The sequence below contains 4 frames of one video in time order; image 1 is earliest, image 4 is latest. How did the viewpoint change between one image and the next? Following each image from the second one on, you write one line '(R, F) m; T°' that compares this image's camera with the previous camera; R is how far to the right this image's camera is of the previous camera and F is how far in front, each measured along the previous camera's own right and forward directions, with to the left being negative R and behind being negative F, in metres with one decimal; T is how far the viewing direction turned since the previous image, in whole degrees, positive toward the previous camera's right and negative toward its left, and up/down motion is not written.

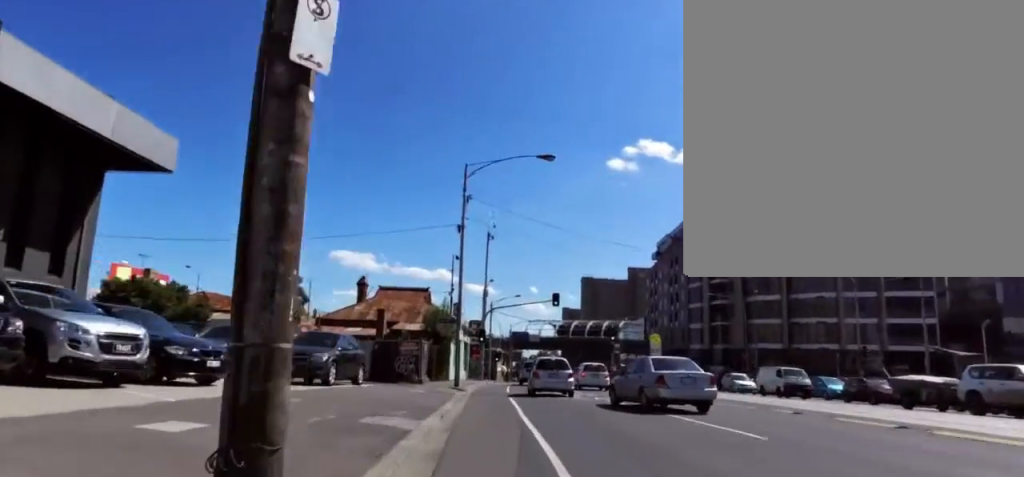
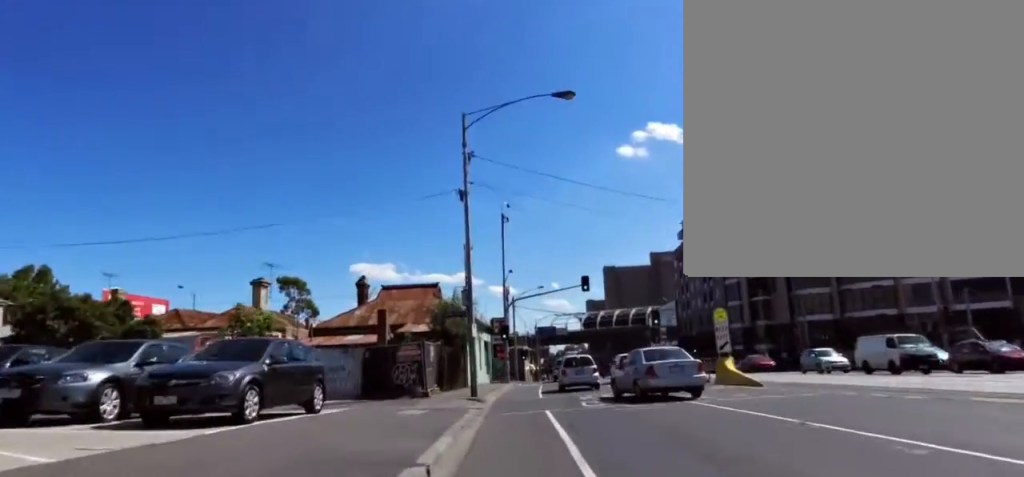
(+1.0, +6.6) m; +1°
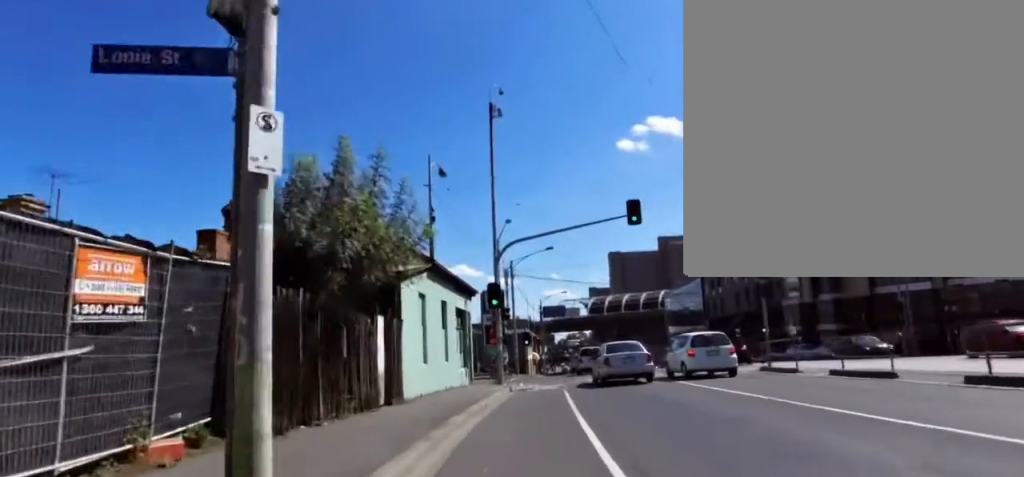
(-1.9, +18.1) m; 0°
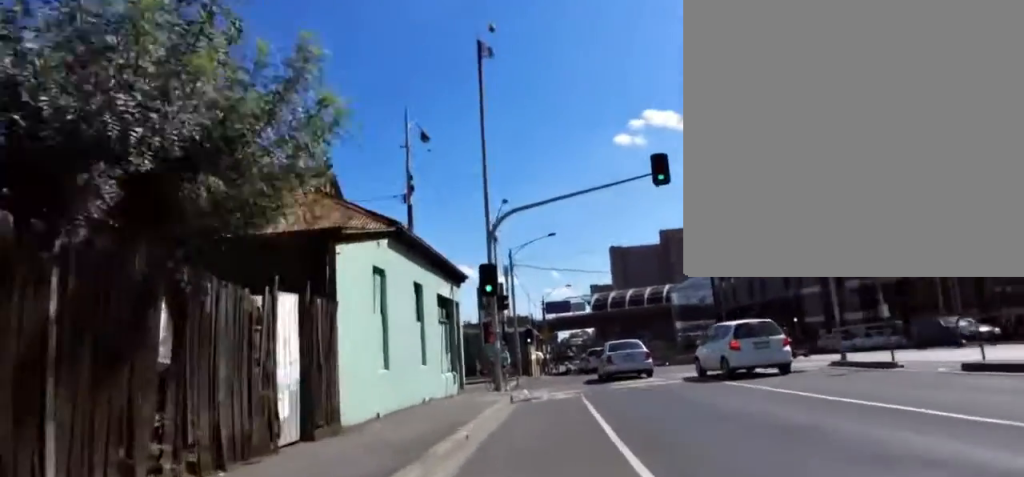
(+0.5, +5.0) m; 0°
